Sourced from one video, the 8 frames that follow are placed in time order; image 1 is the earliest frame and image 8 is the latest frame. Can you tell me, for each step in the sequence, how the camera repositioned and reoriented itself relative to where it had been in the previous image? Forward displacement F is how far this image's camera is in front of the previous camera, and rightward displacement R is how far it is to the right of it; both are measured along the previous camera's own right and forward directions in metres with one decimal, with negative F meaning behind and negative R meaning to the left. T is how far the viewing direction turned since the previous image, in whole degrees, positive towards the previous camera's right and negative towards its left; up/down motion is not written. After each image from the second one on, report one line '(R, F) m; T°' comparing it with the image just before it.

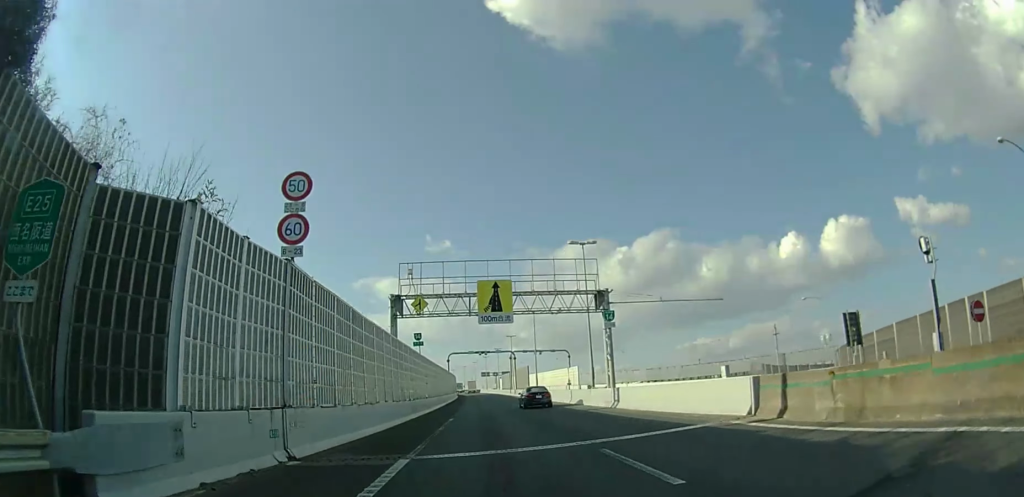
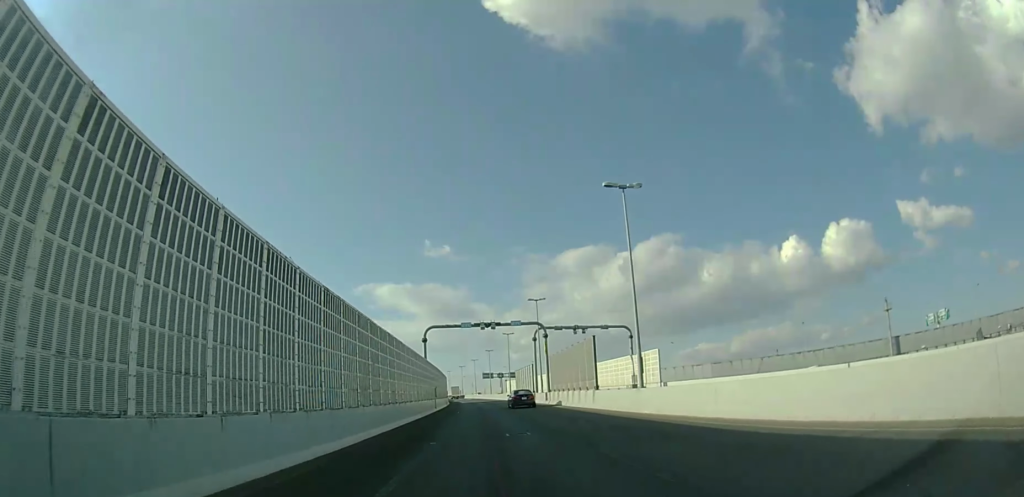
(-0.1, +39.9) m; 0°
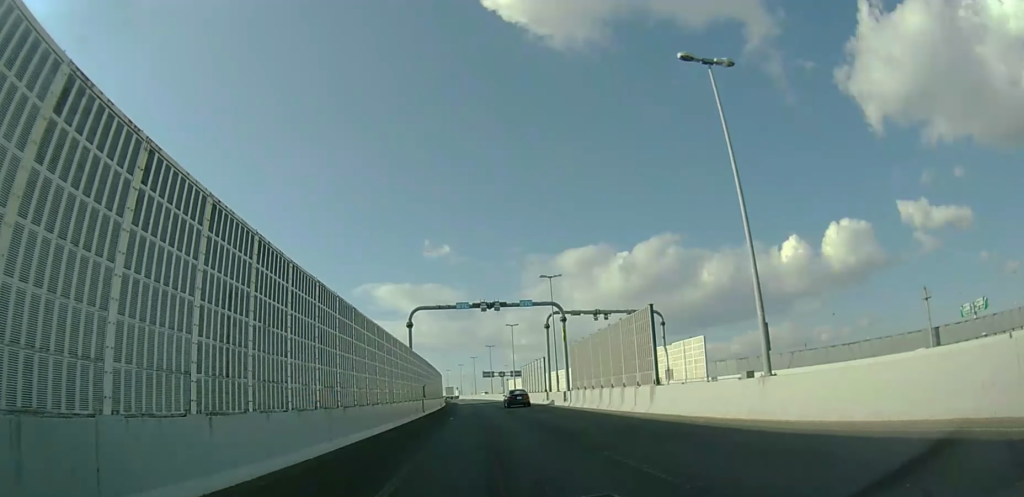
(0.0, +10.3) m; 0°
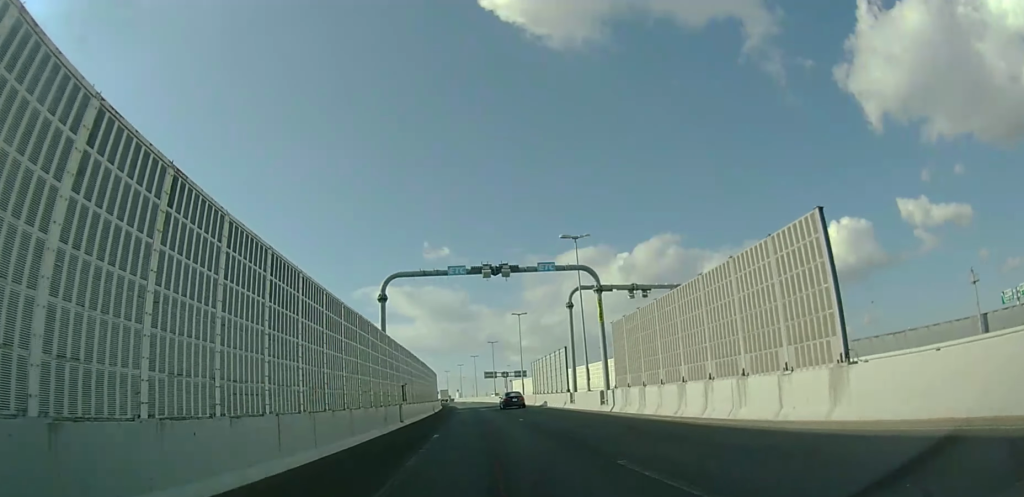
(0.0, +11.0) m; 0°
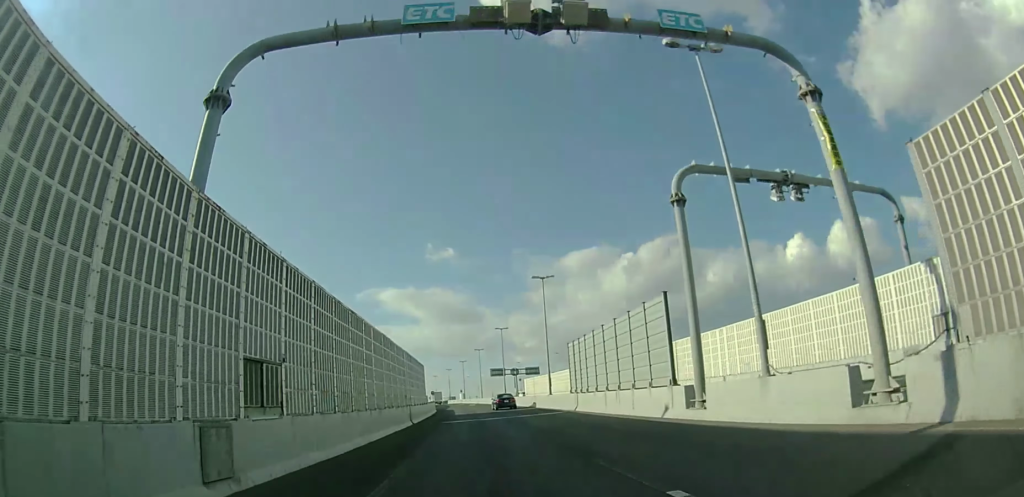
(-0.1, +19.7) m; -1°
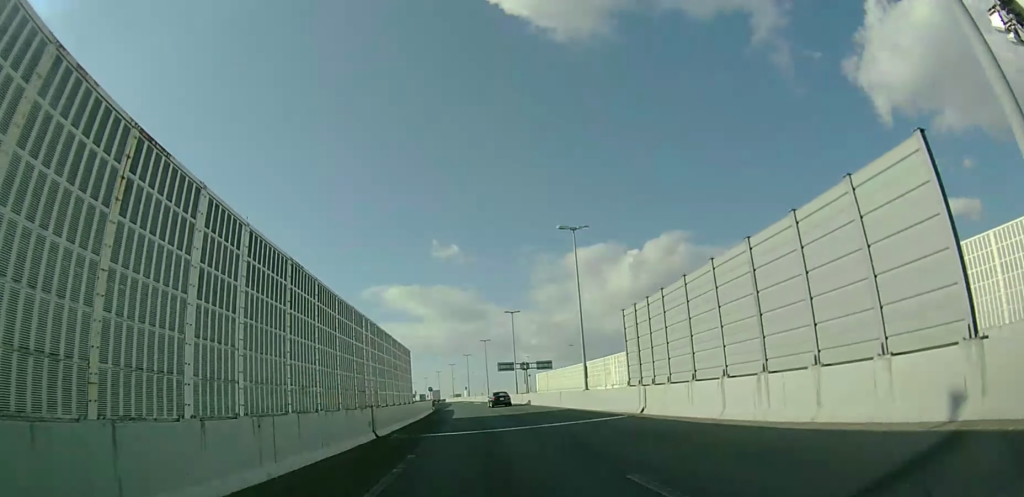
(-0.1, +11.6) m; -1°
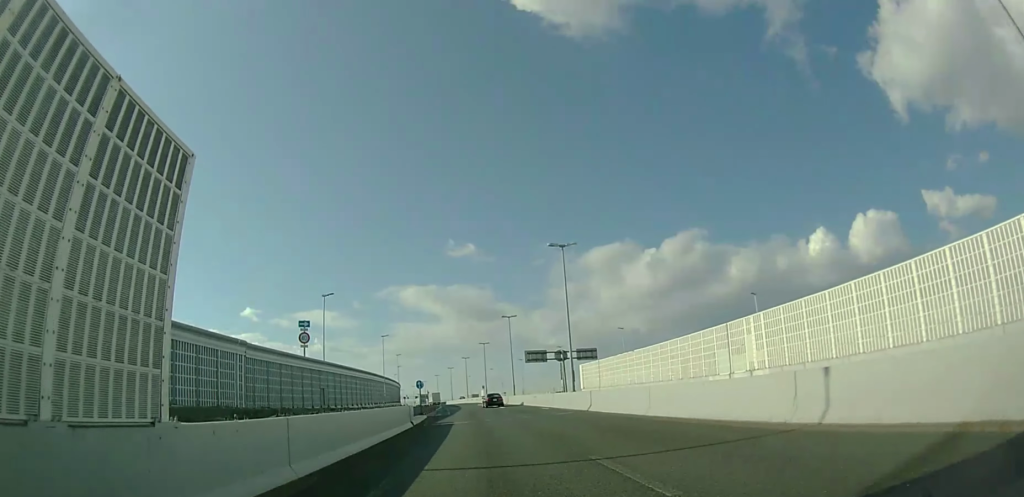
(-0.4, +26.7) m; -2°
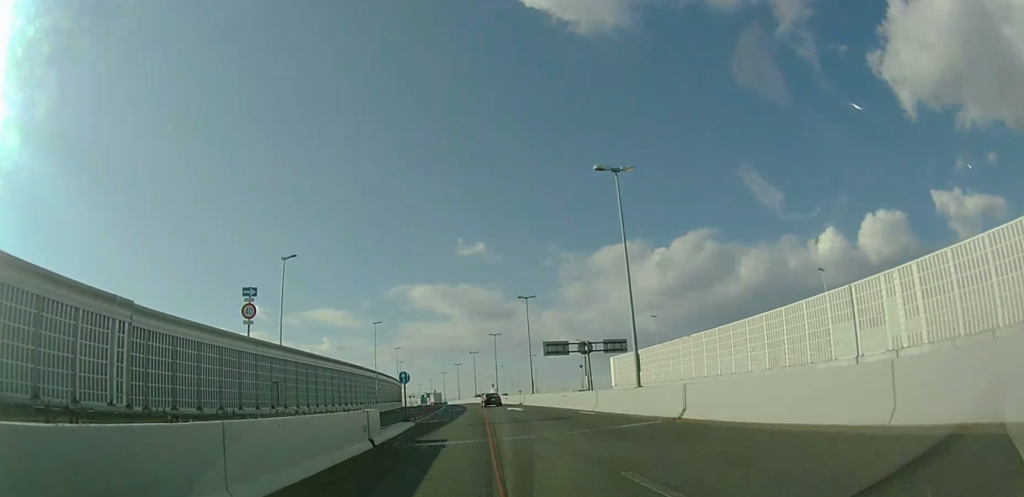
(-0.1, +12.1) m; -1°
